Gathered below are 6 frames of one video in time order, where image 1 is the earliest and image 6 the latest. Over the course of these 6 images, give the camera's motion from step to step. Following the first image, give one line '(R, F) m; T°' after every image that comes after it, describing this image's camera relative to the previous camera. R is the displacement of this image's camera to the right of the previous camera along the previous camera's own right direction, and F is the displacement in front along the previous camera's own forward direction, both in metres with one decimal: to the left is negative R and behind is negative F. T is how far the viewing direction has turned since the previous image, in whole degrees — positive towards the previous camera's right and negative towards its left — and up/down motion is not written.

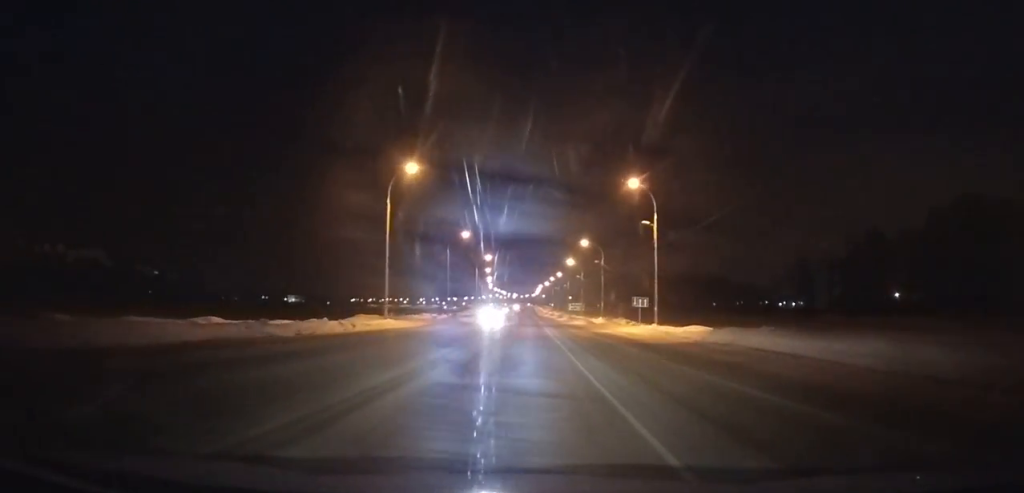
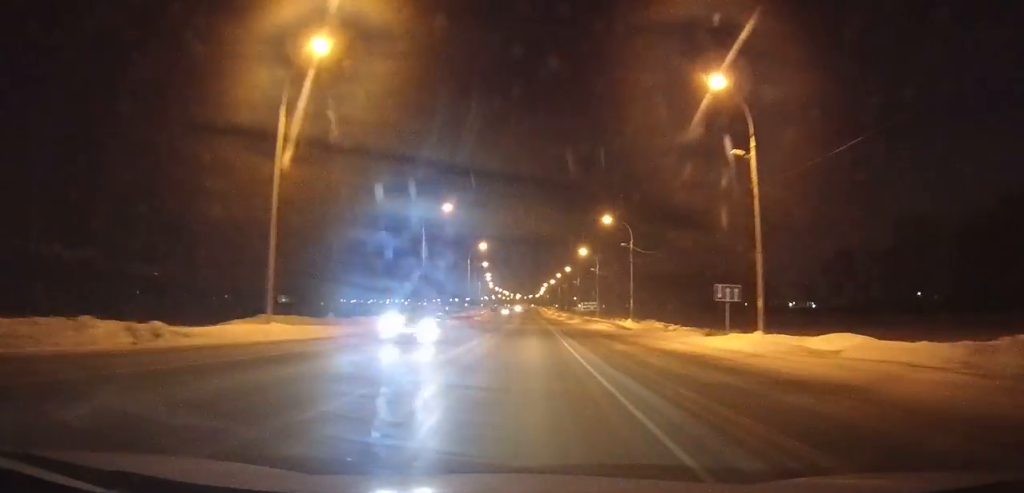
(0.0, +20.9) m; 0°
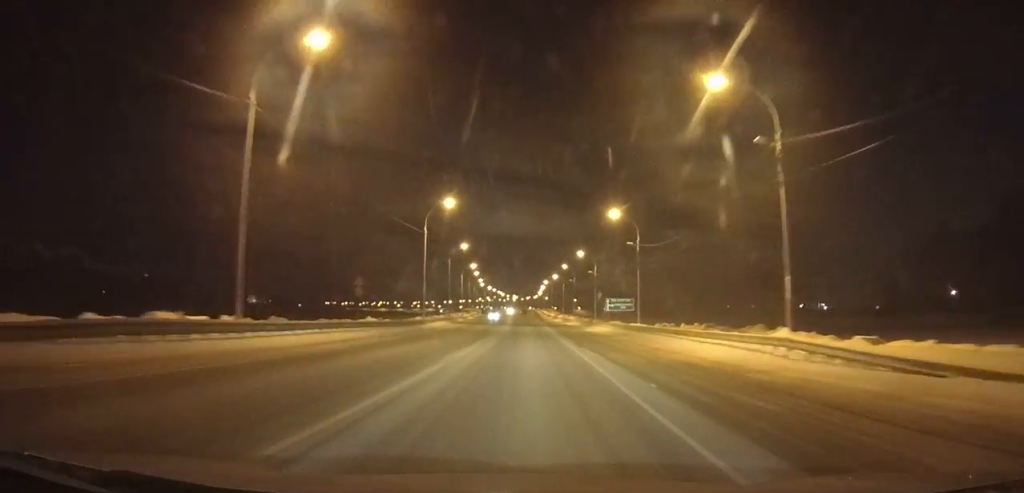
(+0.1, +39.2) m; 0°
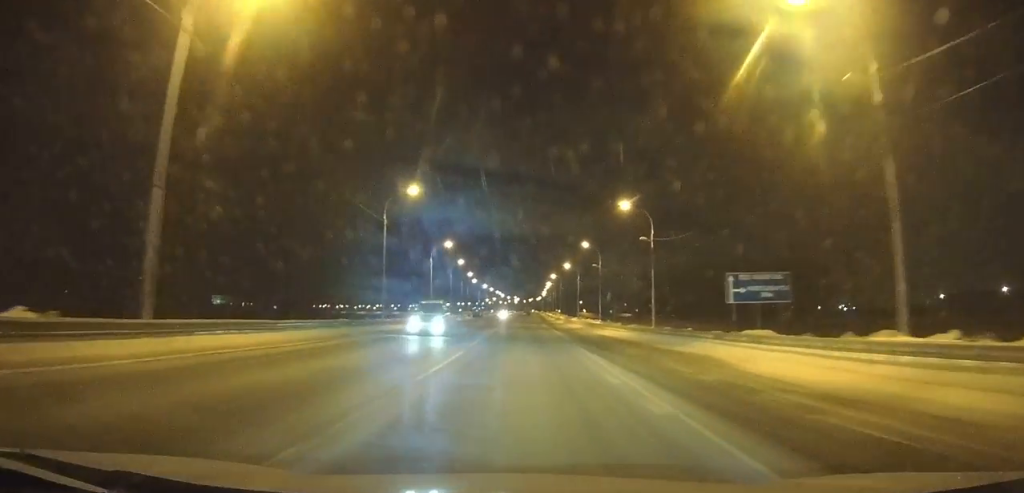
(0.0, +43.0) m; 0°
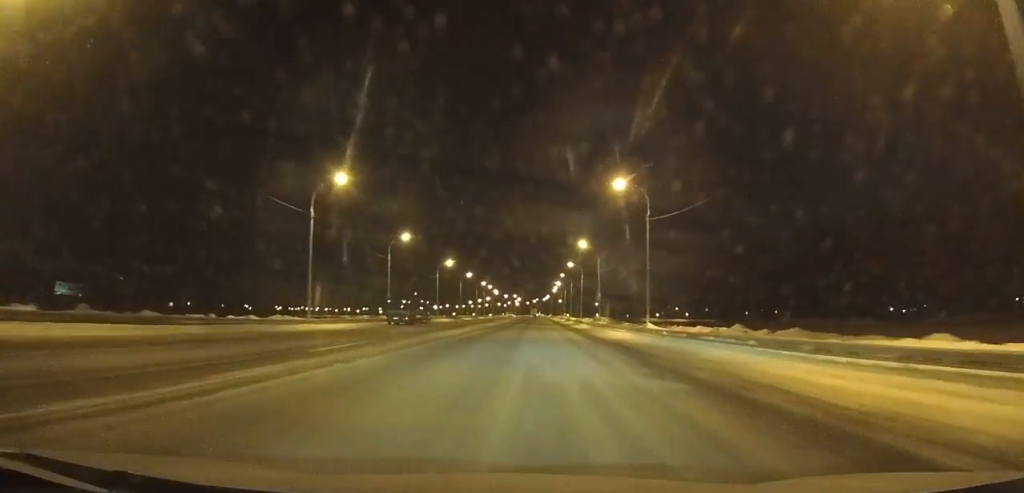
(-0.4, +108.6) m; 0°
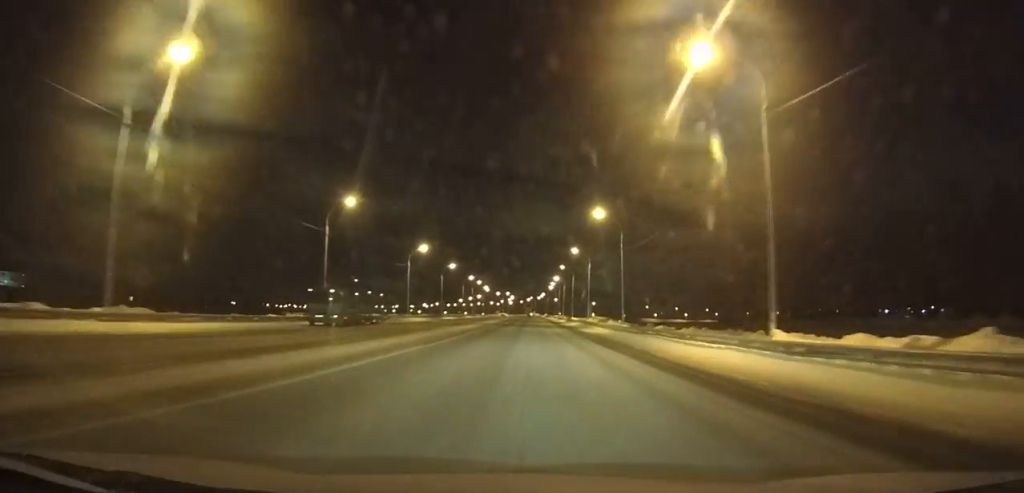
(0.0, +24.1) m; 0°
